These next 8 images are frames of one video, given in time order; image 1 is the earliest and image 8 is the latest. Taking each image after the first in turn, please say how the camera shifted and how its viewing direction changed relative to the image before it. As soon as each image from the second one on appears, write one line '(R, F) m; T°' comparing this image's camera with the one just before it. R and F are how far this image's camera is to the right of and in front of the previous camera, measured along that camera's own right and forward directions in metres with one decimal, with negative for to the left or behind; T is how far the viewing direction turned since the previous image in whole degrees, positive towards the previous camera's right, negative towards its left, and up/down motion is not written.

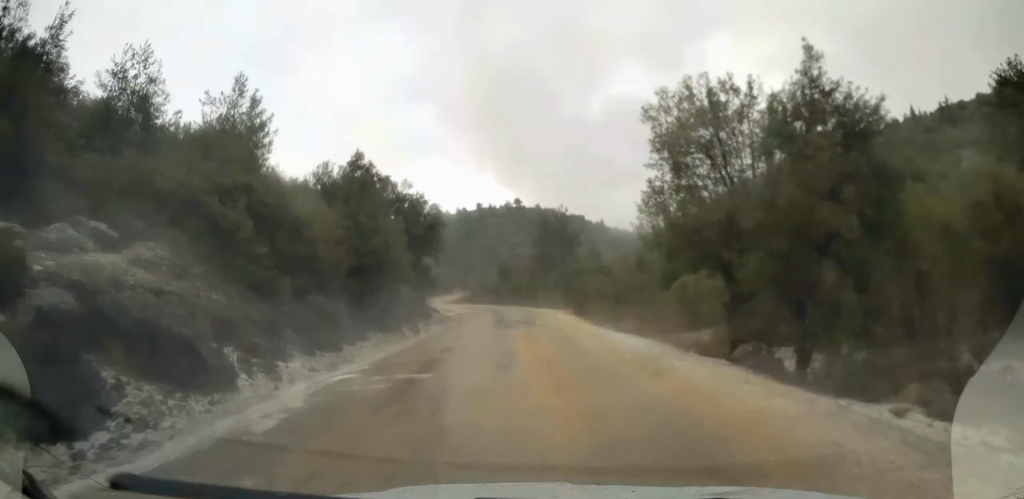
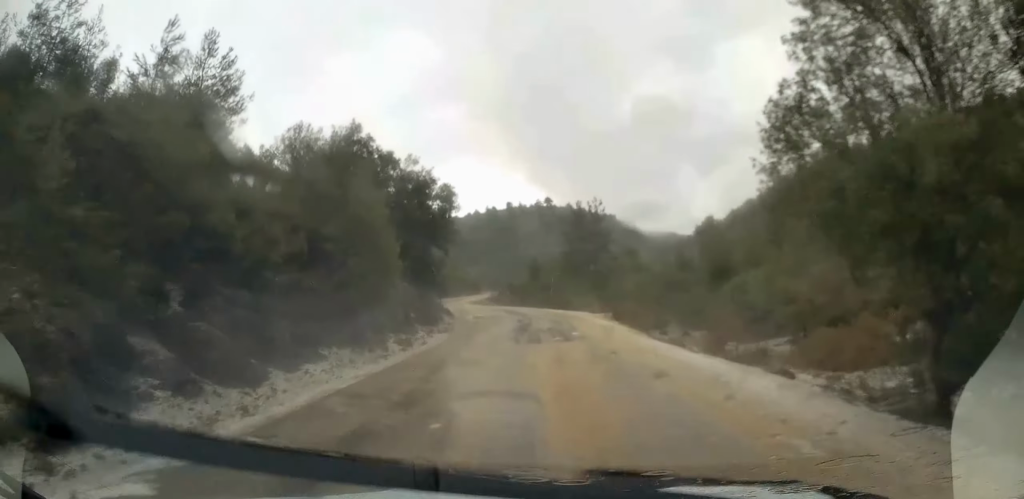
(-0.2, +7.4) m; -2°
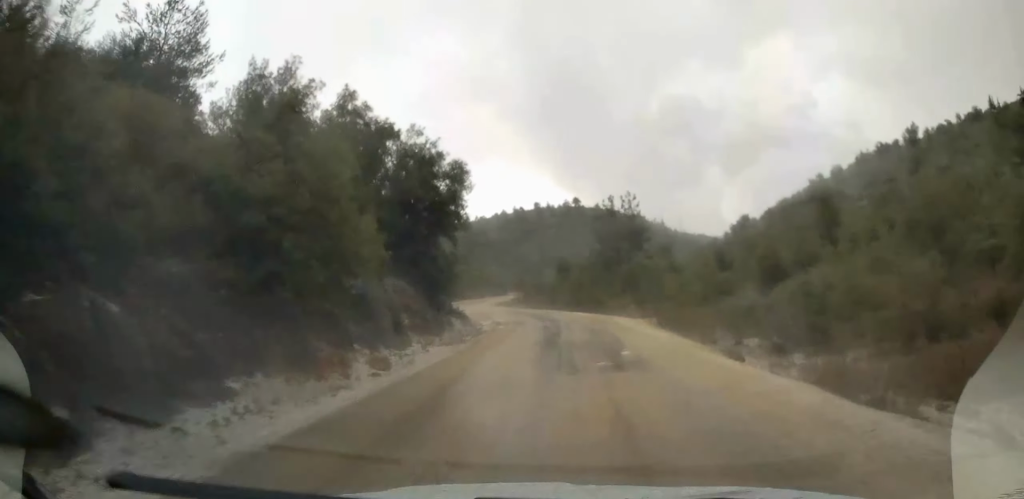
(-0.1, +6.2) m; -2°
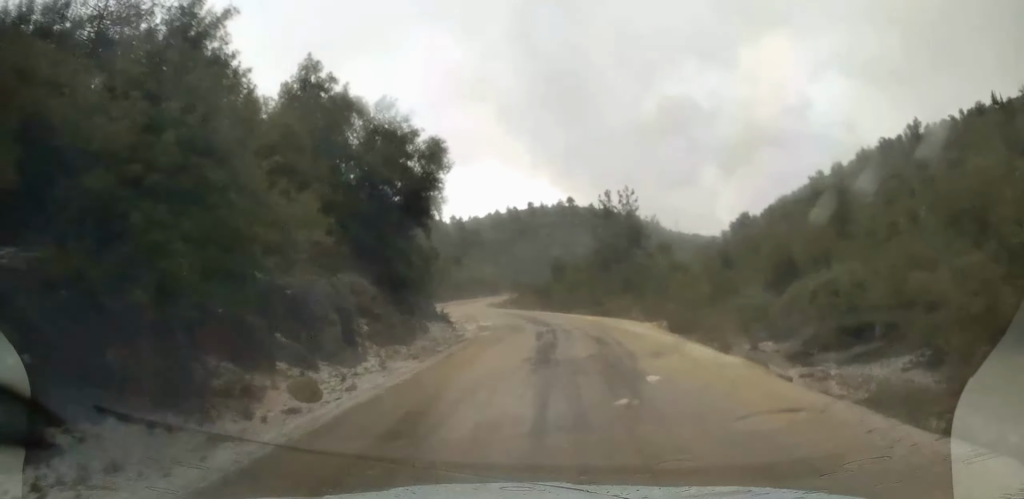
(0.0, +4.3) m; 0°
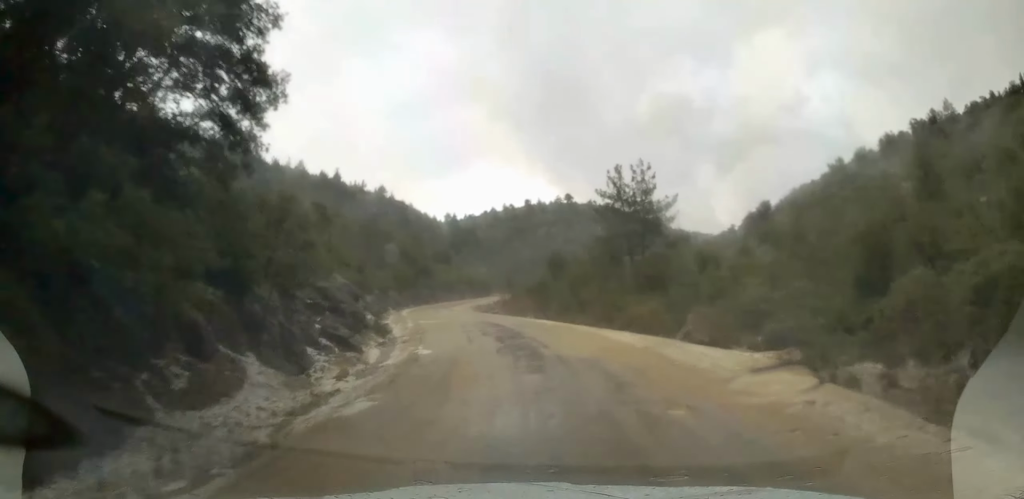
(0.0, +15.1) m; -1°
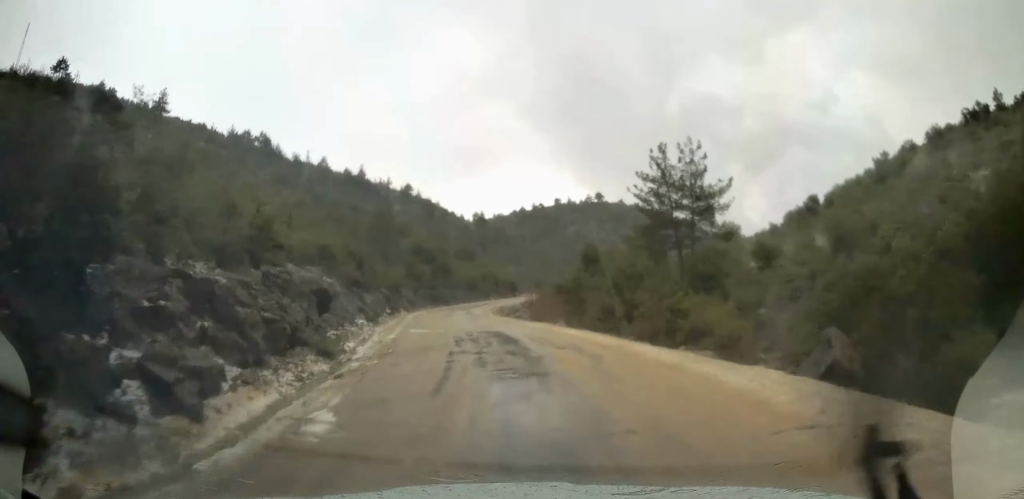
(-0.1, +9.4) m; -3°
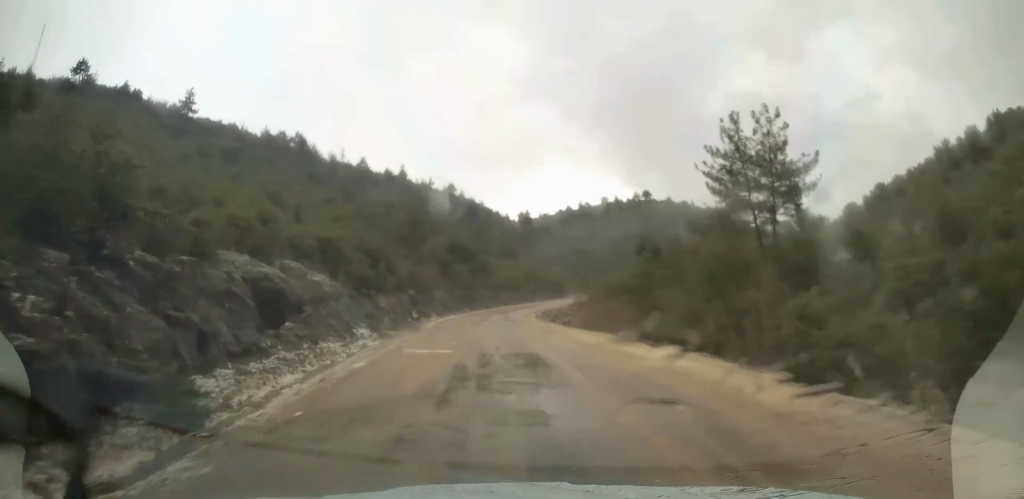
(-0.3, +9.1) m; -4°
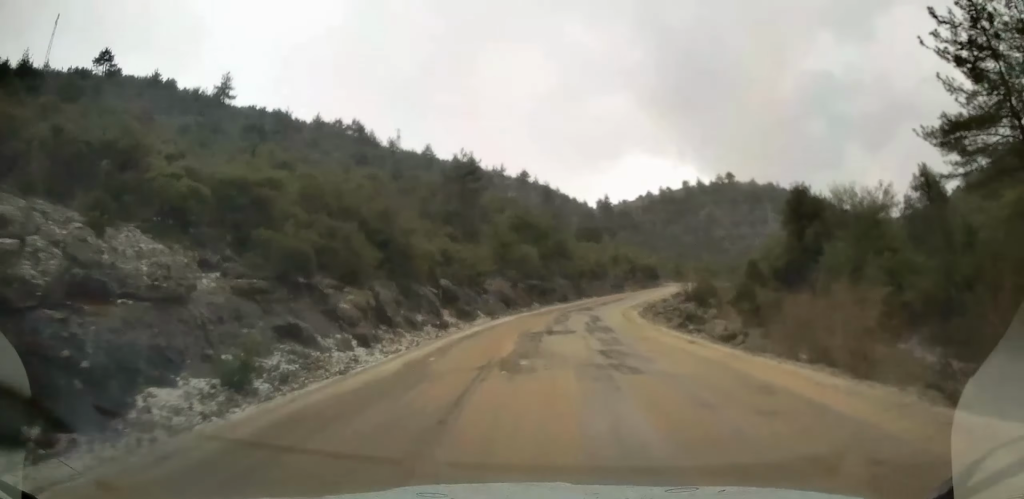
(-1.4, +21.2) m; -6°
